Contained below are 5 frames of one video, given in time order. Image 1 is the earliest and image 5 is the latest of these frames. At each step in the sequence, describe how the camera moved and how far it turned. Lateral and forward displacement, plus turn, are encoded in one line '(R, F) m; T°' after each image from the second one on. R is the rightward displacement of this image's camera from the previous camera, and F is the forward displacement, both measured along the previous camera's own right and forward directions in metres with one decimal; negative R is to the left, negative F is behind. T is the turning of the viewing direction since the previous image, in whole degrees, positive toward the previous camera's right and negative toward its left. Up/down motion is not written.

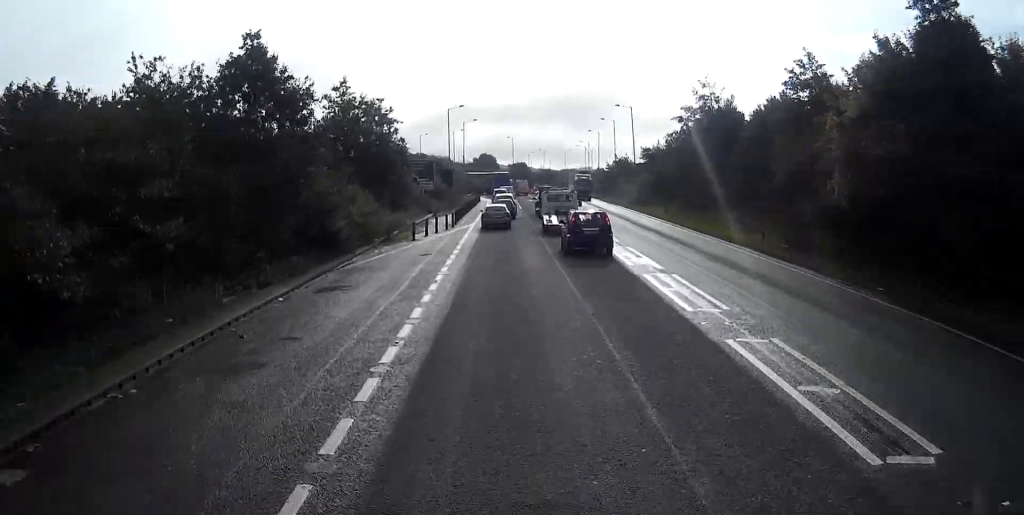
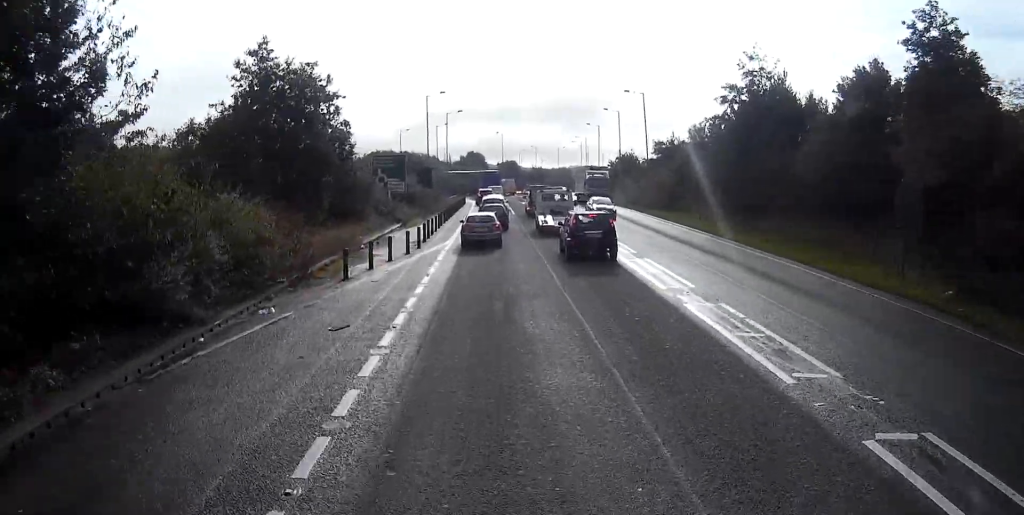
(+0.3, +15.1) m; +2°
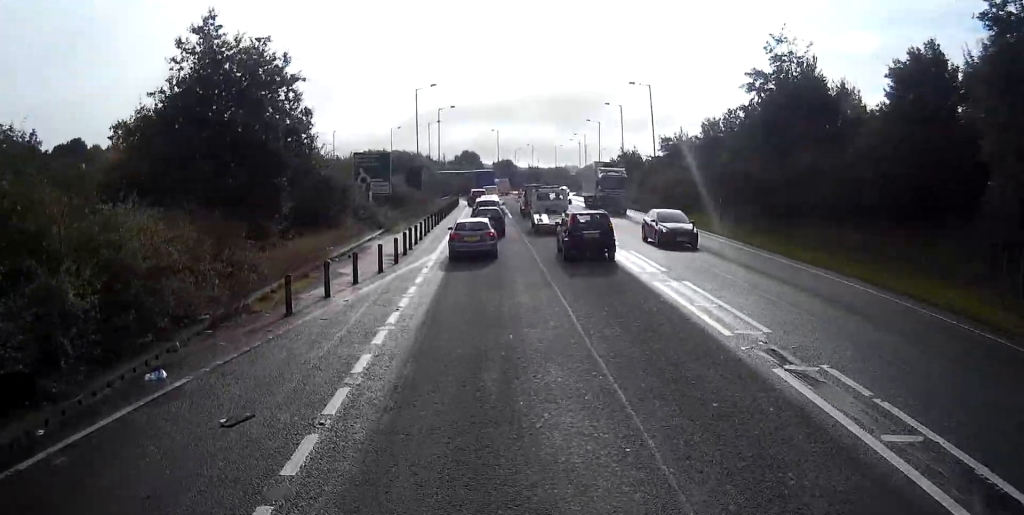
(0.0, +6.3) m; 0°
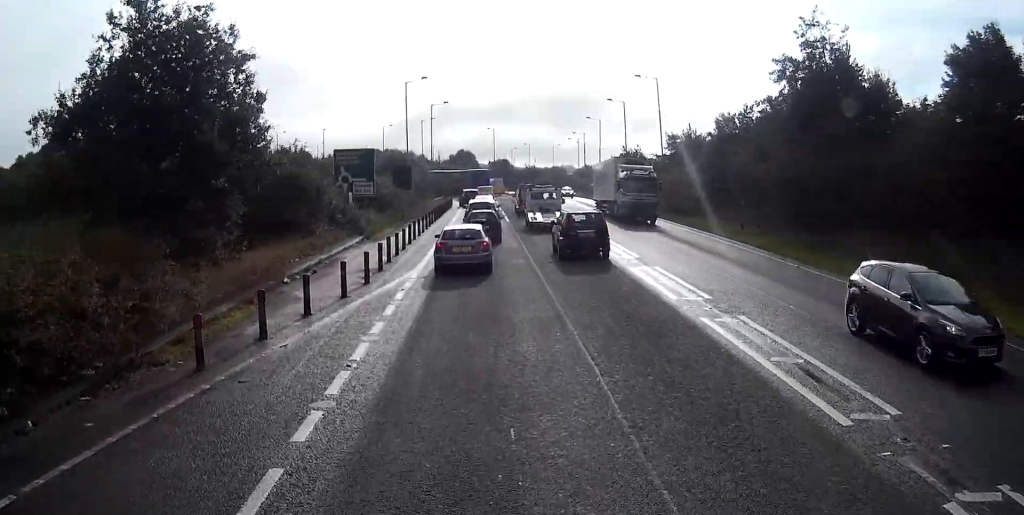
(0.0, +5.1) m; 0°
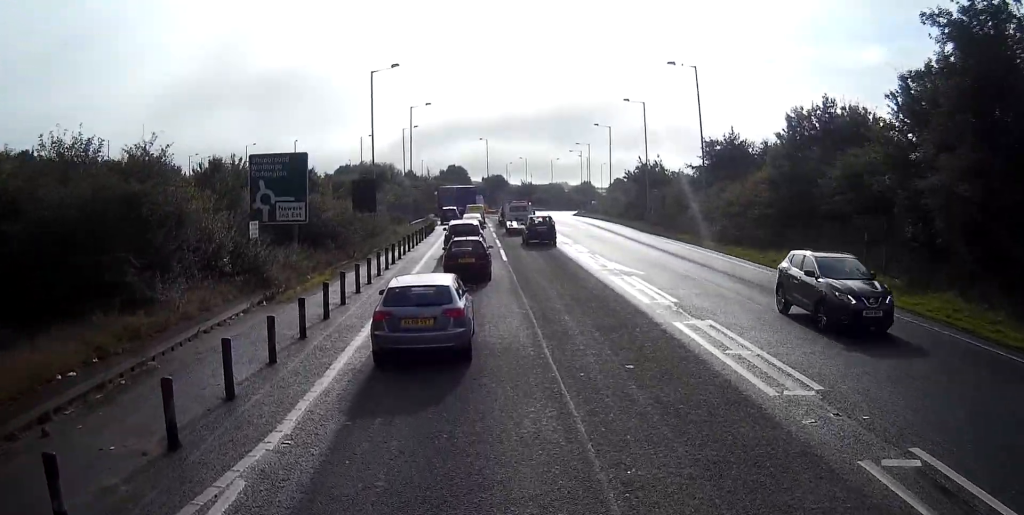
(-0.5, +15.1) m; -6°
